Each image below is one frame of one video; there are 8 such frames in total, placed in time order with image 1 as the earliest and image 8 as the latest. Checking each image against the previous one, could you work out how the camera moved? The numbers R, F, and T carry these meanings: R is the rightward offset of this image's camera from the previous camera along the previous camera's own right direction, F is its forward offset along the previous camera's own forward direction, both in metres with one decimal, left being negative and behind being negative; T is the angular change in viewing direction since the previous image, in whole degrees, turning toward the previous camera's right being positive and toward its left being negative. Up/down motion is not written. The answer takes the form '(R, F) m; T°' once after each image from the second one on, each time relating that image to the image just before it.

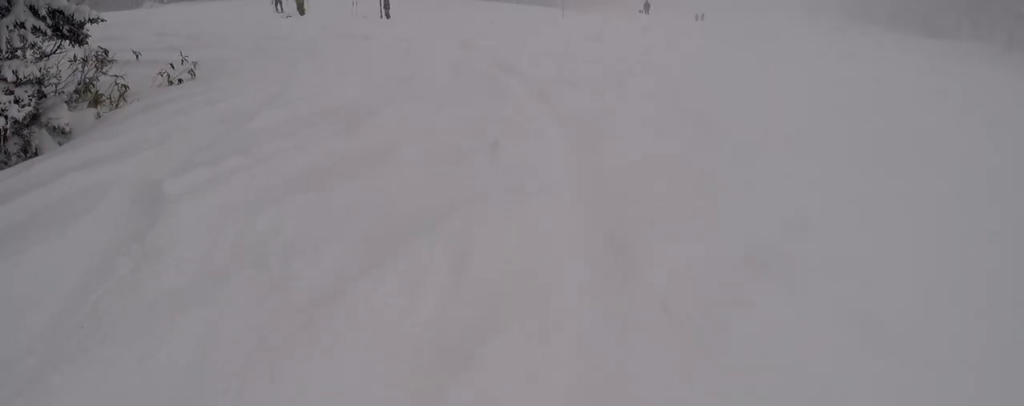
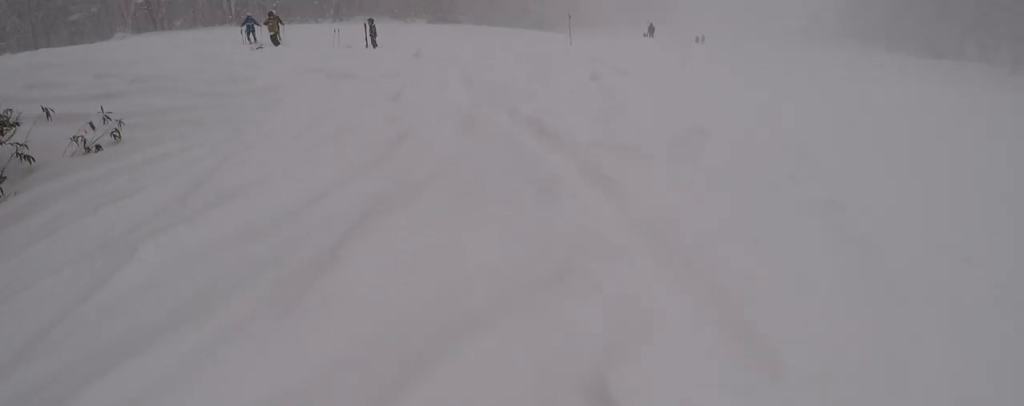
(+0.1, +3.4) m; +7°
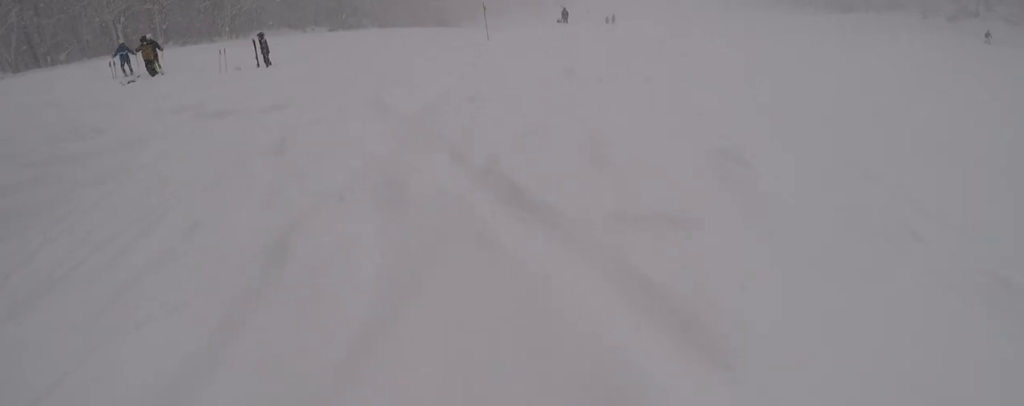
(0.0, +3.3) m; +7°
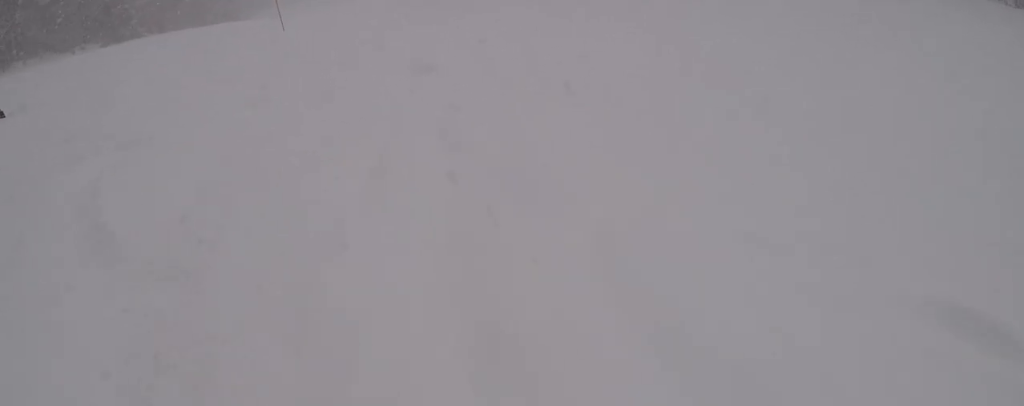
(+0.7, +4.9) m; +12°
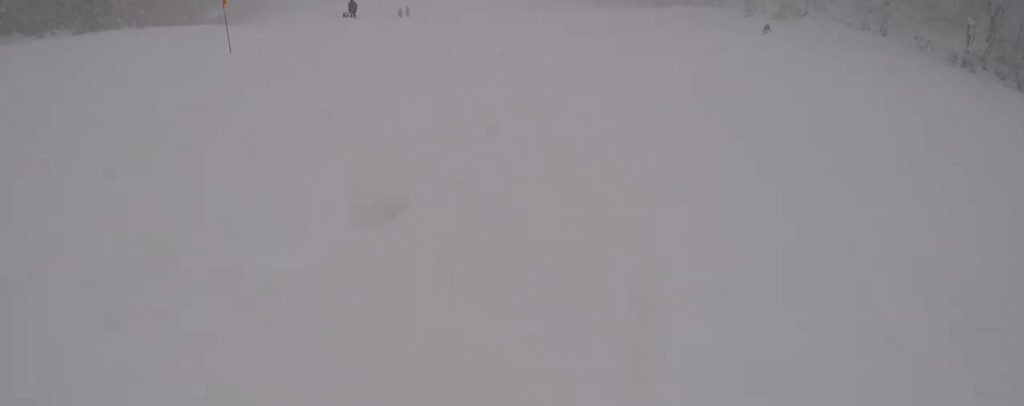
(+0.4, +4.9) m; -7°
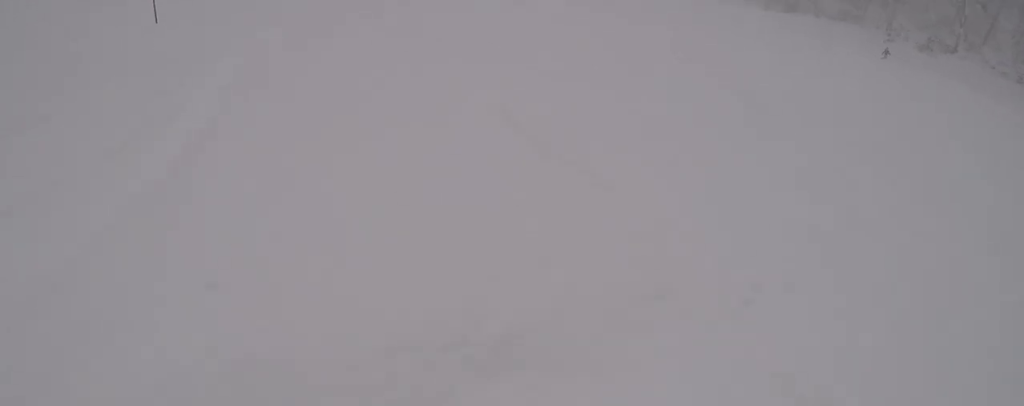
(-1.3, +7.7) m; -7°
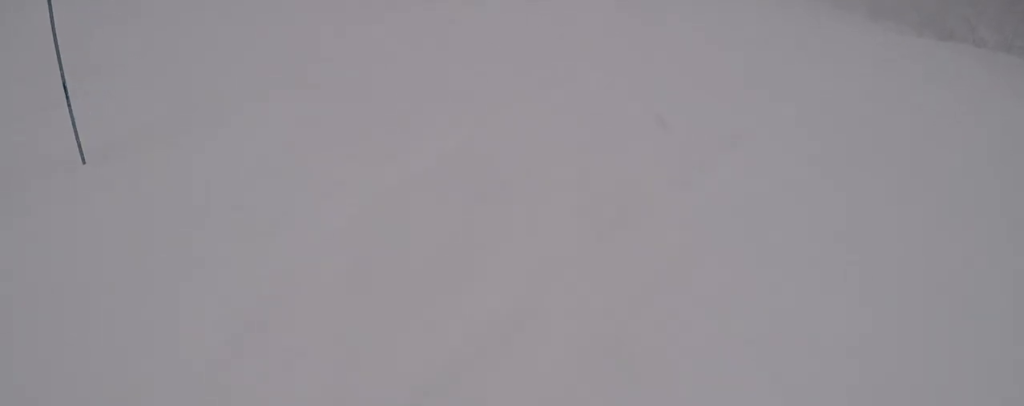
(+0.4, +5.9) m; -9°
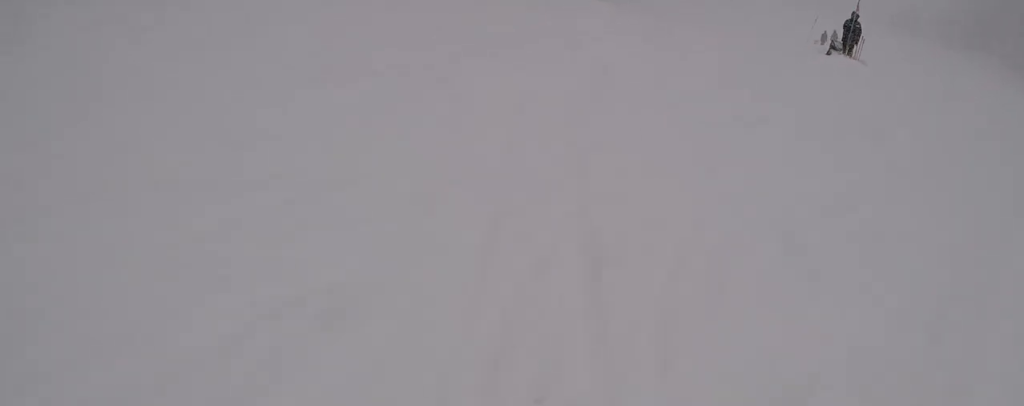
(-3.0, +9.3) m; -4°
